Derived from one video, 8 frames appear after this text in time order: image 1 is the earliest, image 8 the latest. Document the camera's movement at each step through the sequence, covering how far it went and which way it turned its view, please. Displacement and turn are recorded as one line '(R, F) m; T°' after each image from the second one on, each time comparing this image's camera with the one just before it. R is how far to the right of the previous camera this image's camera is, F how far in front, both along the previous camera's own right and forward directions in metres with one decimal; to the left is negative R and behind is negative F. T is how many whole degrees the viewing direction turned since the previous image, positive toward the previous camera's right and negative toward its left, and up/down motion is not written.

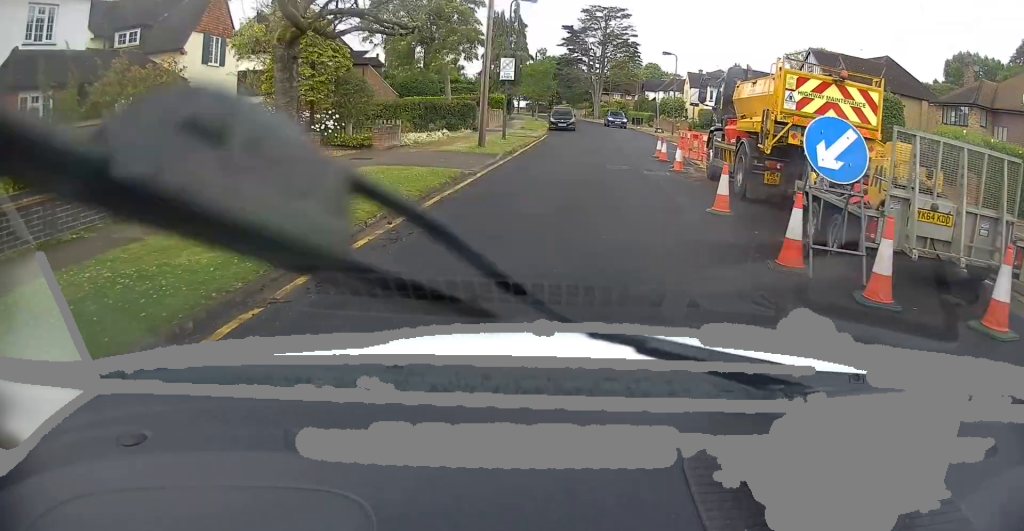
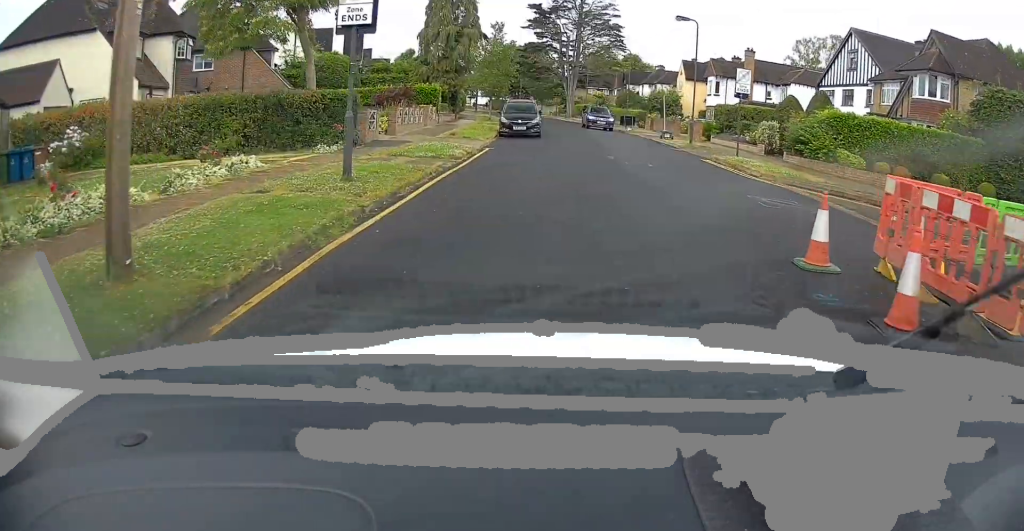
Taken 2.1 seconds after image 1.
(+0.6, +16.7) m; +5°
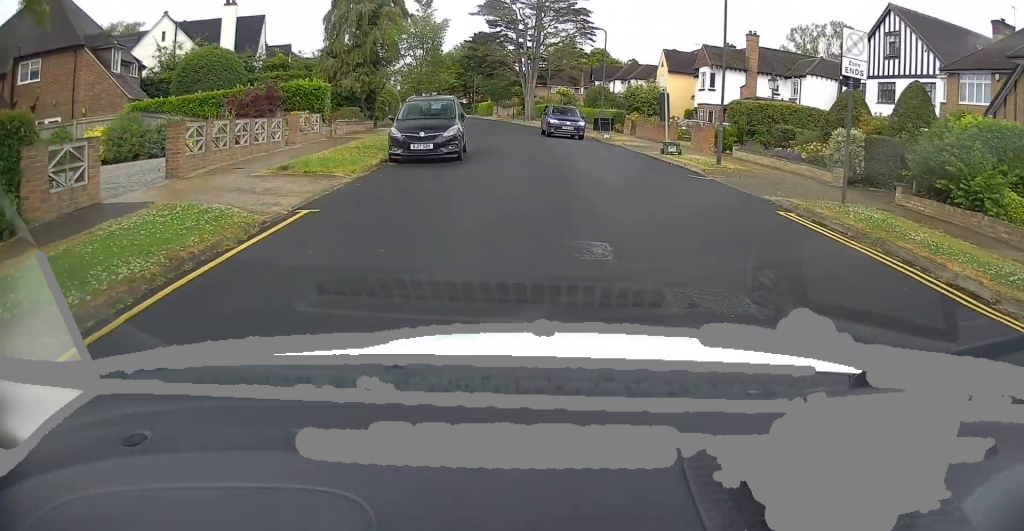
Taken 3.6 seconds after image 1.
(+0.6, +13.1) m; +1°
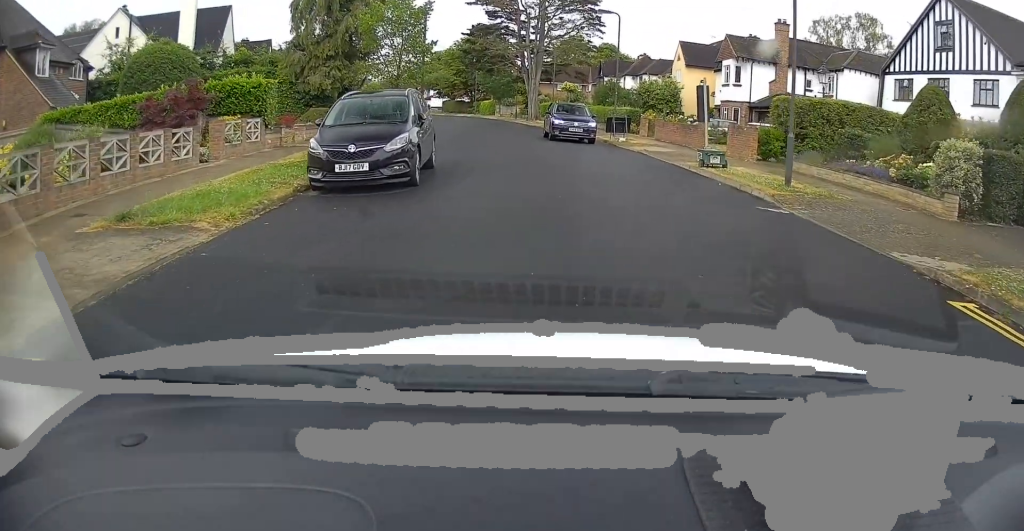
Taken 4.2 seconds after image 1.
(-0.2, +5.5) m; -4°
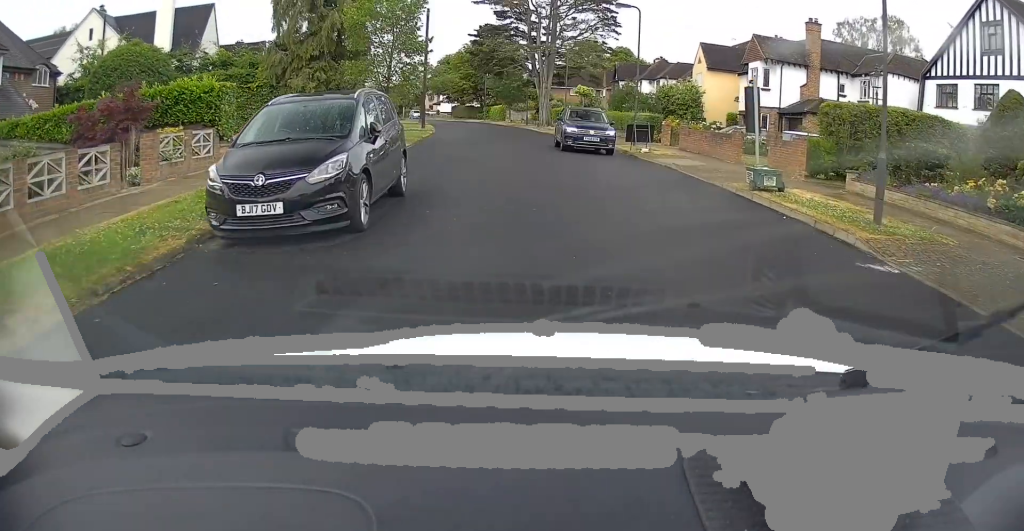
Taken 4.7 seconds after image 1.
(-0.1, +3.9) m; -2°
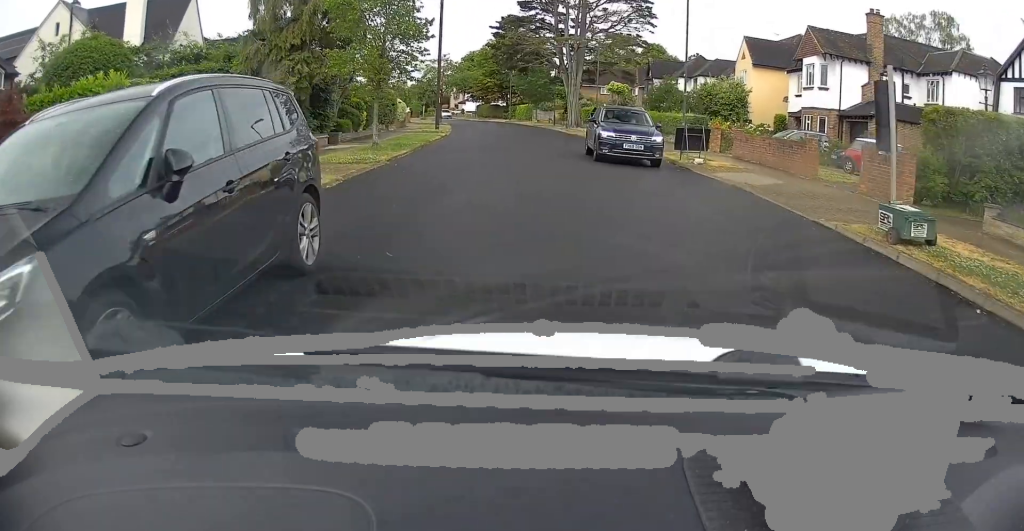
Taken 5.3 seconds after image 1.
(-0.2, +4.9) m; -2°
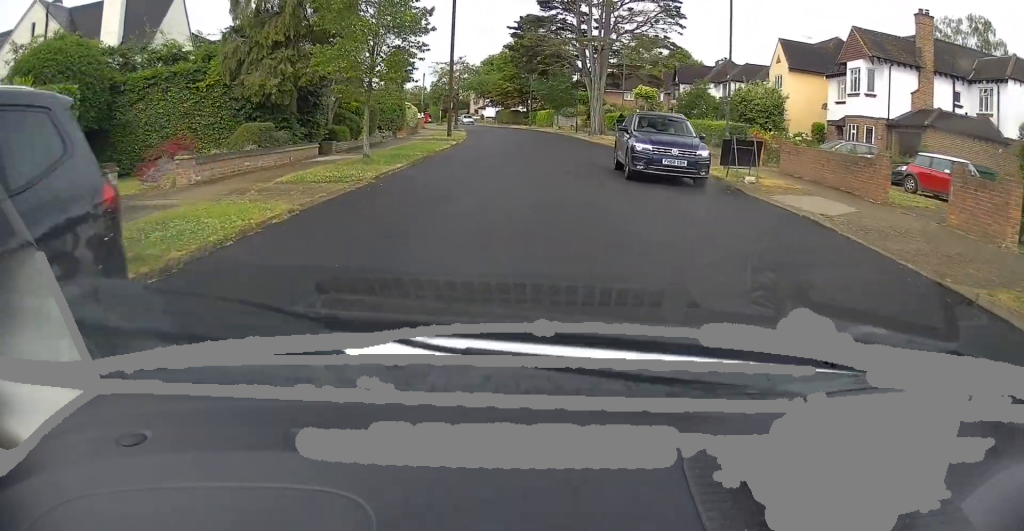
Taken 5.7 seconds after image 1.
(0.0, +3.3) m; -1°
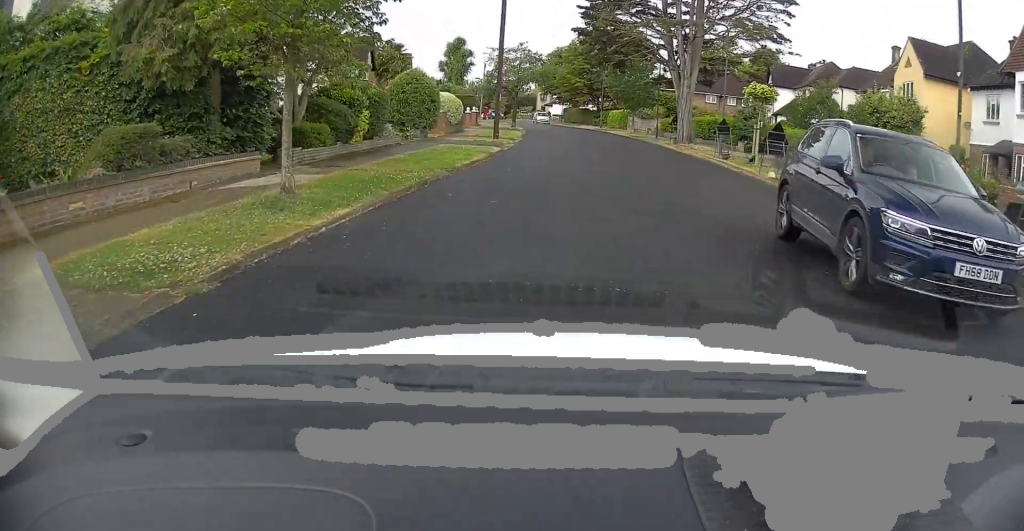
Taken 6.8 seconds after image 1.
(0.0, +9.0) m; -1°
